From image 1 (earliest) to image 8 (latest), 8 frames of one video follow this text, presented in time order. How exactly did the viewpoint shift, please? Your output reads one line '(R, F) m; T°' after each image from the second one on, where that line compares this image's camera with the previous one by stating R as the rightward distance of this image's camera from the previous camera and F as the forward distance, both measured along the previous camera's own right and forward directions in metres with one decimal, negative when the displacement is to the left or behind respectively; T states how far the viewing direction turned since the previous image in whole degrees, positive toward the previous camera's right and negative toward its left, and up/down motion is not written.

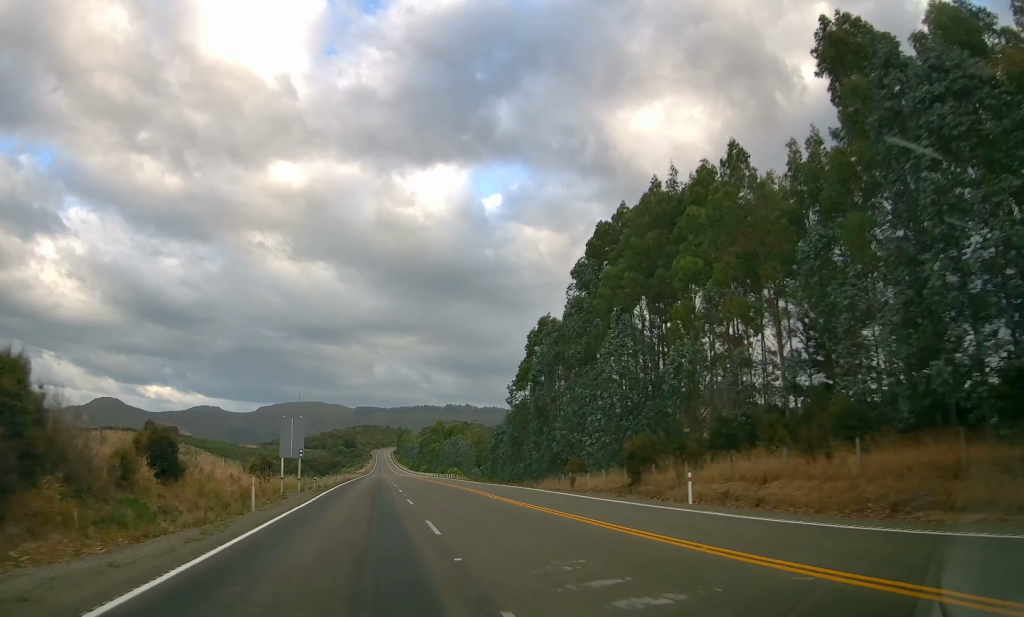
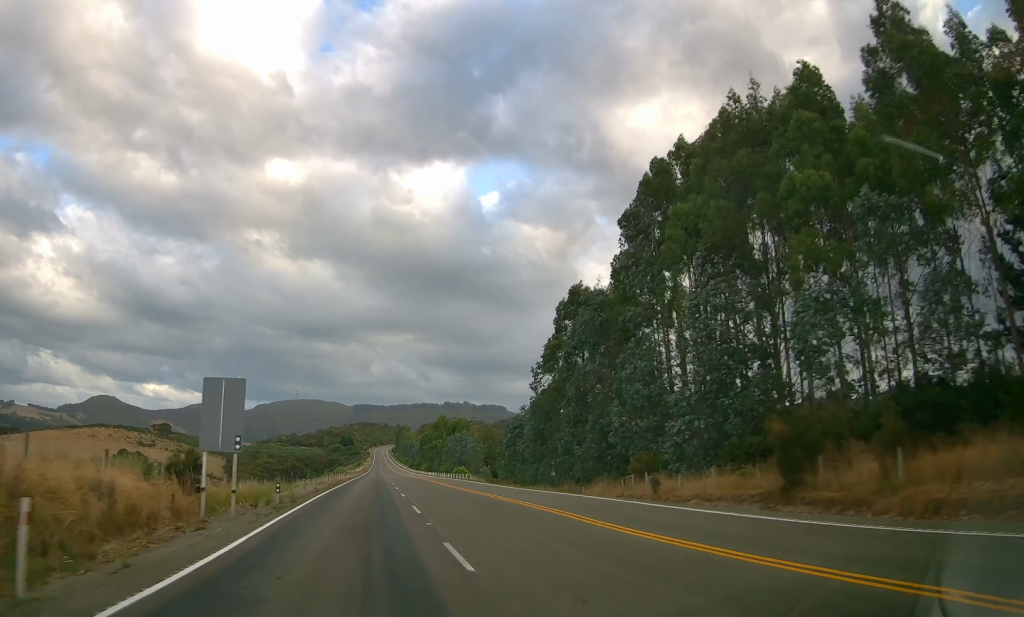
(+0.5, +14.3) m; +1°
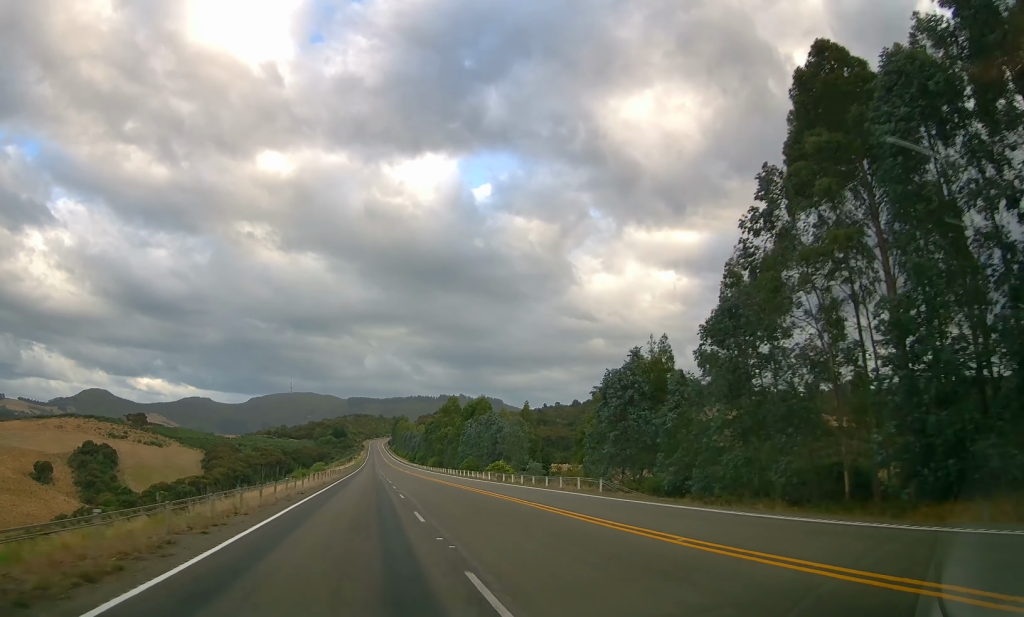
(+0.3, +44.0) m; -1°
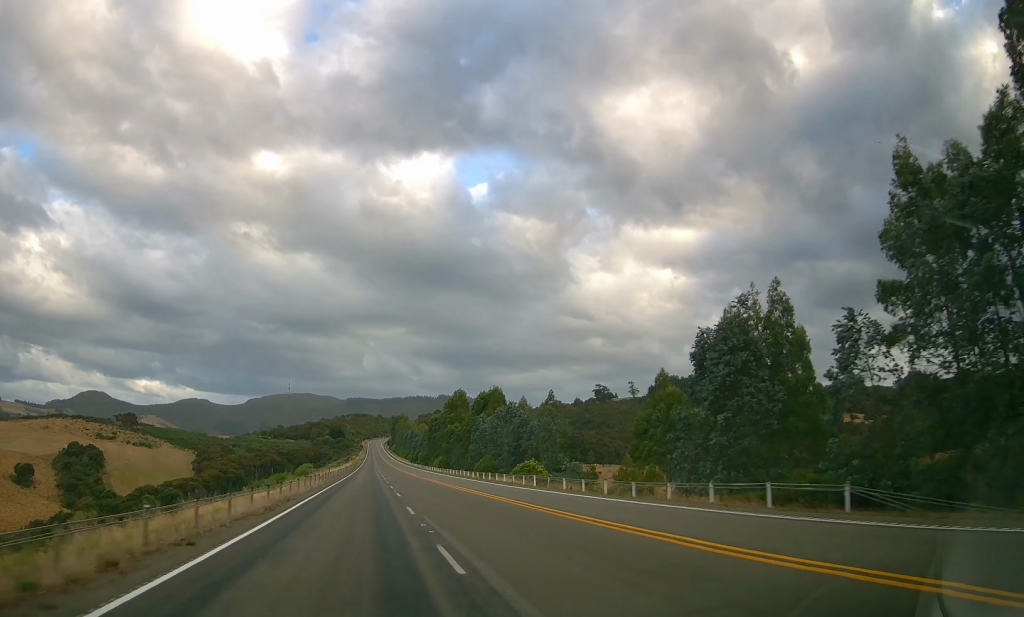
(+0.1, +17.1) m; -1°
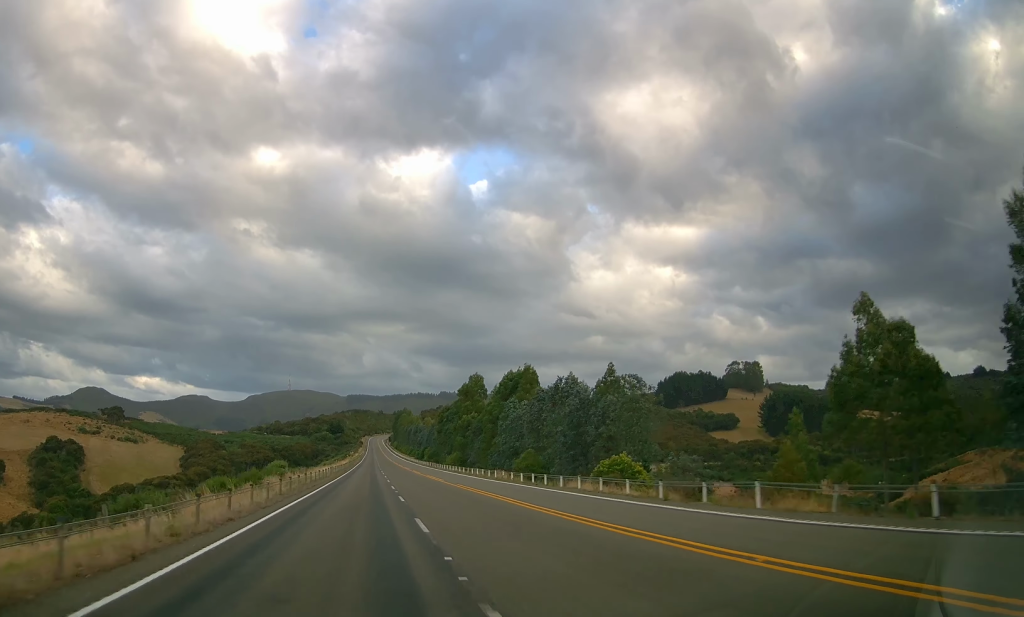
(-1.1, +25.3) m; 0°
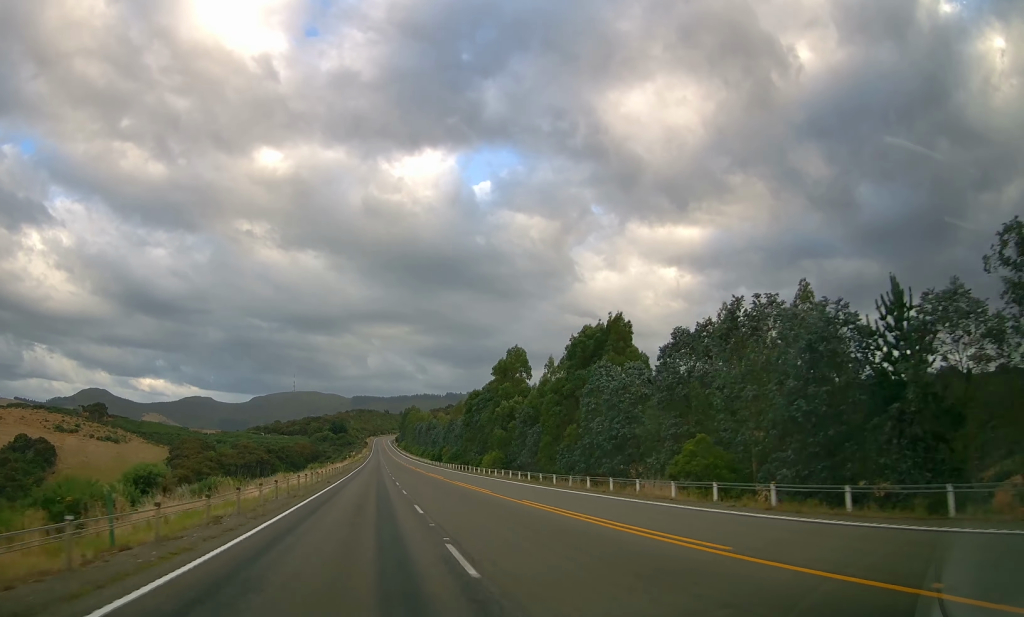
(+1.5, +35.4) m; +2°
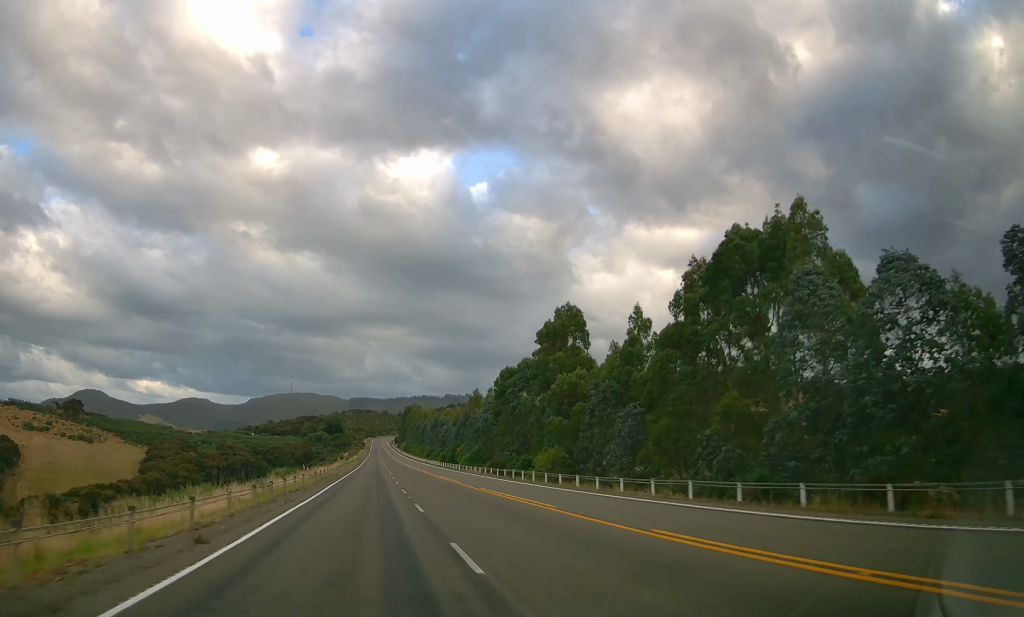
(0.0, +30.0) m; 0°
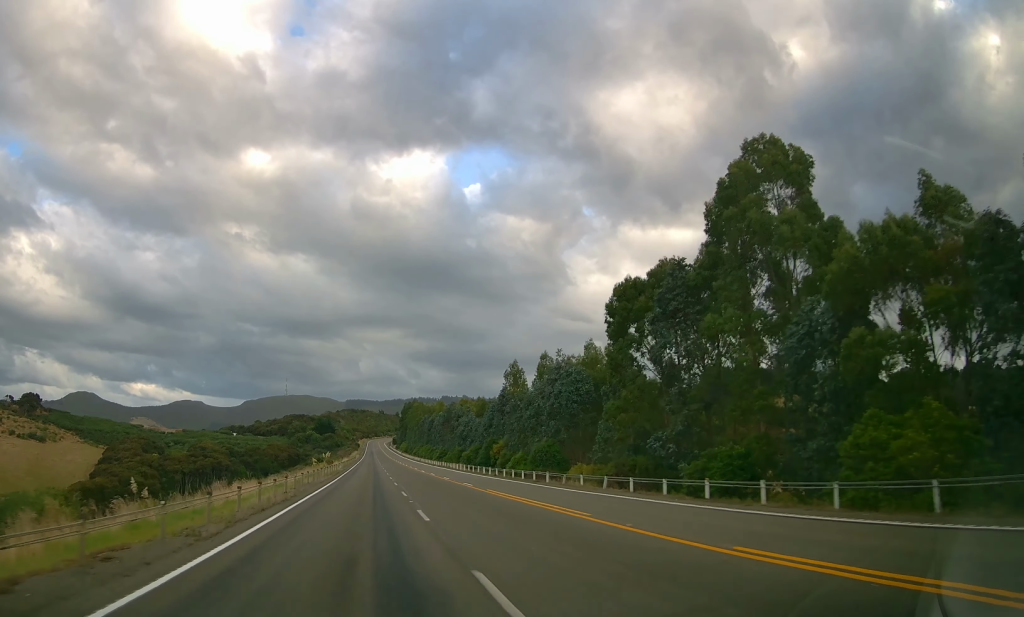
(-0.1, +42.8) m; -3°
